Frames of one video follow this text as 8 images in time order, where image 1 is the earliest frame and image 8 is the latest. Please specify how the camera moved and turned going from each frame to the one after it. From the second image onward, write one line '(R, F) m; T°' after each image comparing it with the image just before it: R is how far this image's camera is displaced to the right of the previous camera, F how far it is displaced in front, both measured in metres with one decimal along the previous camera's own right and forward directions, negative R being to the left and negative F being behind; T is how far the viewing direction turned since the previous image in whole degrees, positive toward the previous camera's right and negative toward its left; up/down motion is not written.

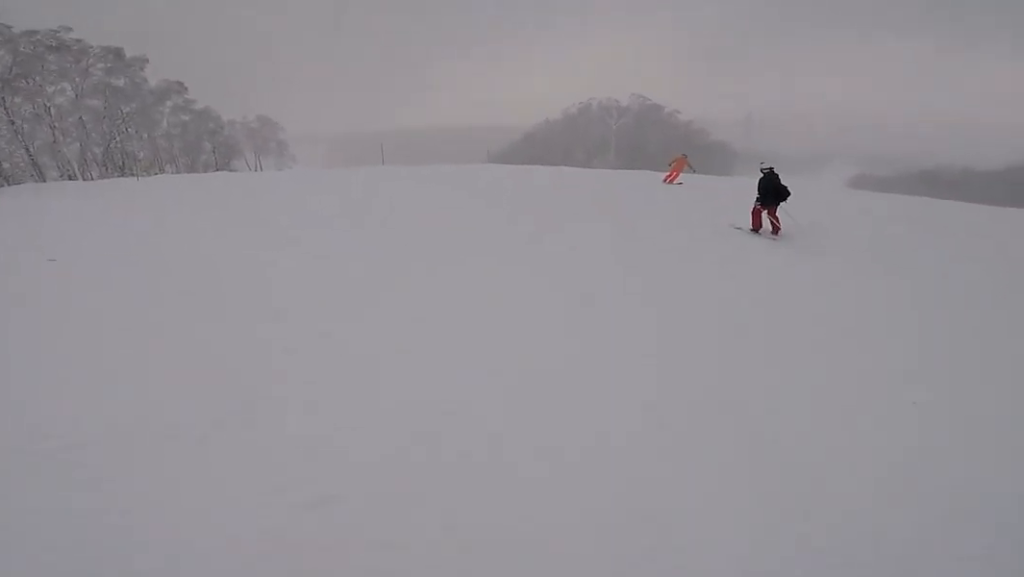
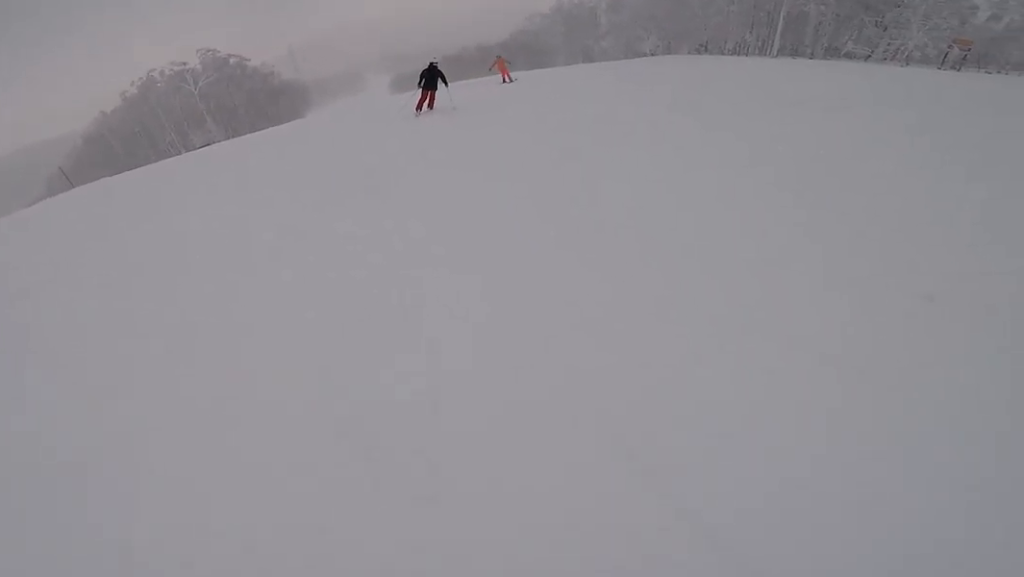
(+6.5, +9.4) m; +59°
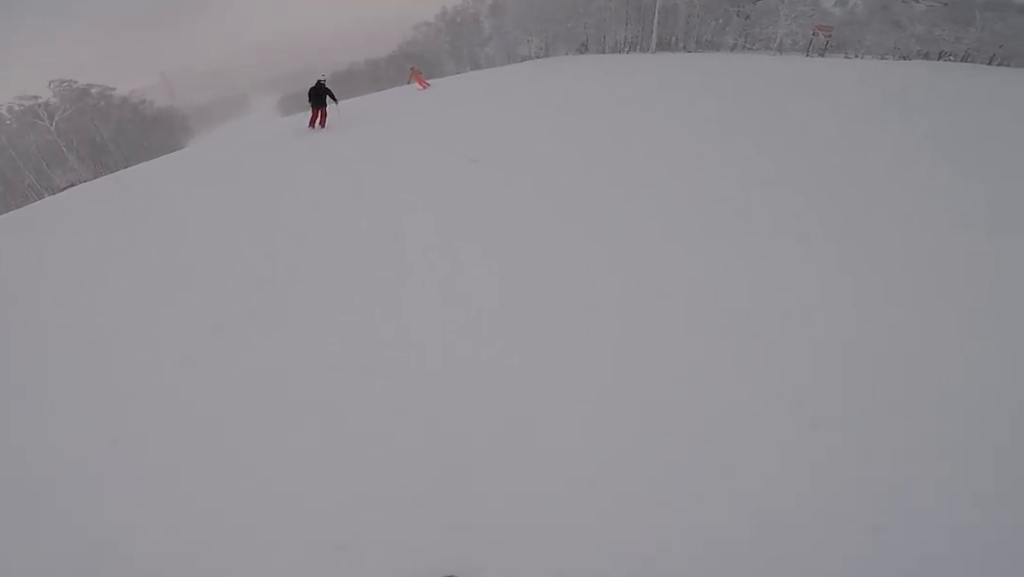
(+0.4, +3.4) m; +5°
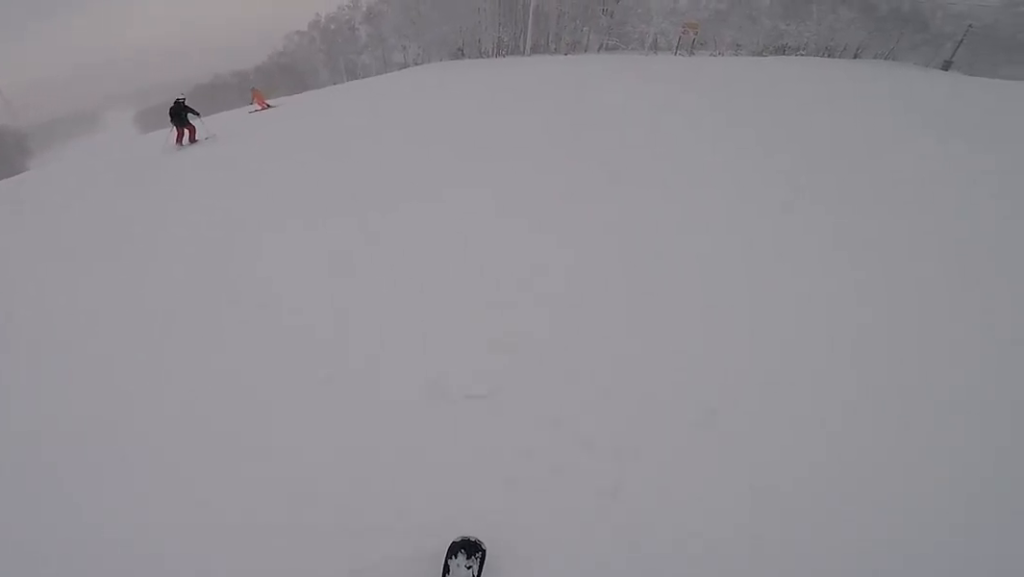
(+0.3, +4.4) m; +4°
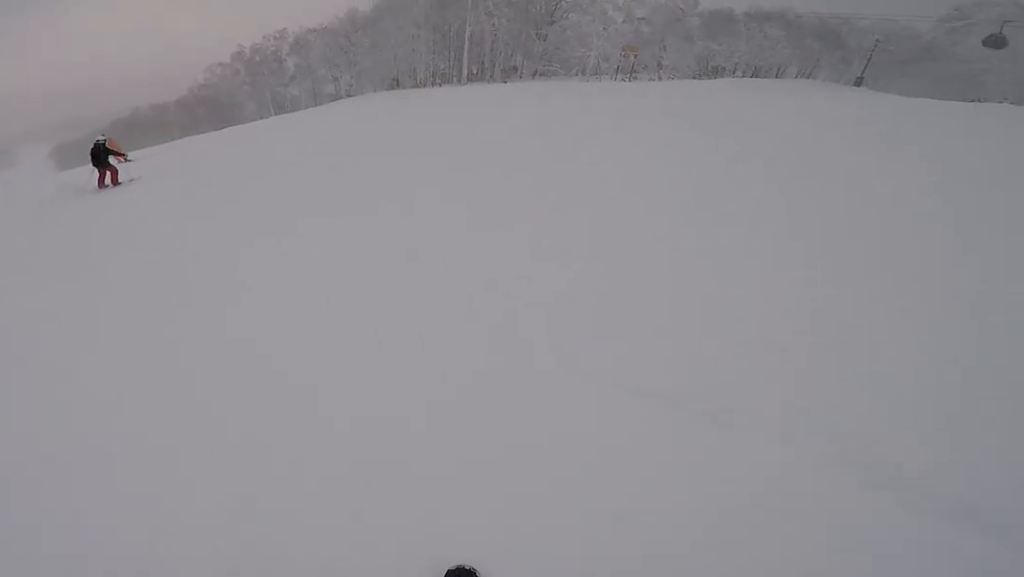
(0.0, +3.3) m; 0°
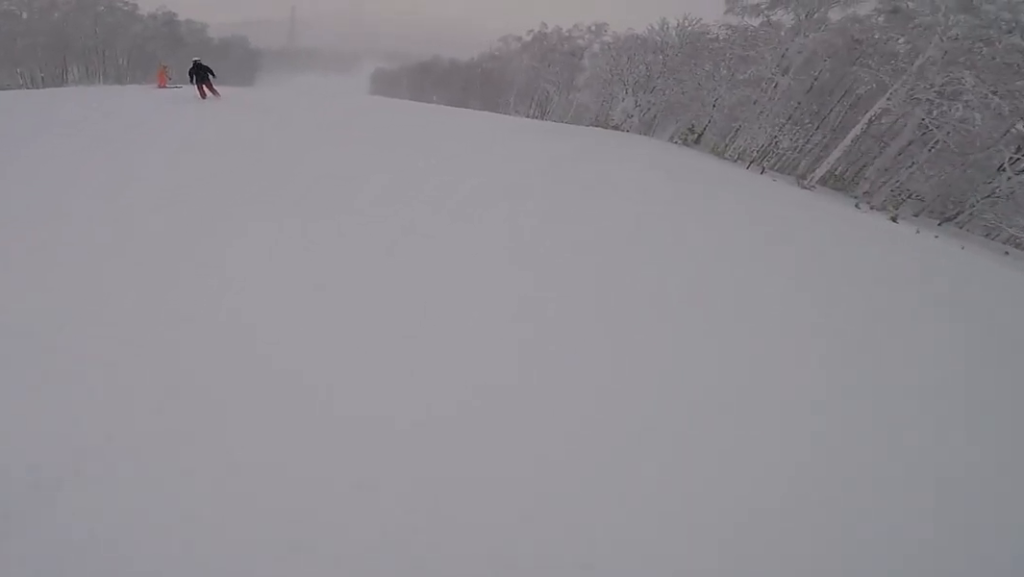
(-2.4, +13.0) m; -38°
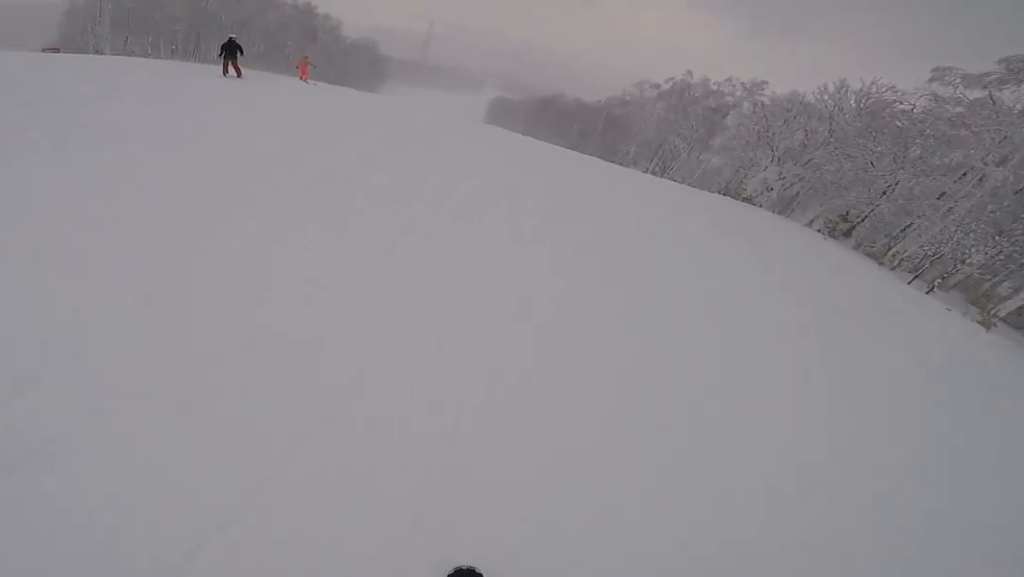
(-0.9, +3.7) m; -16°
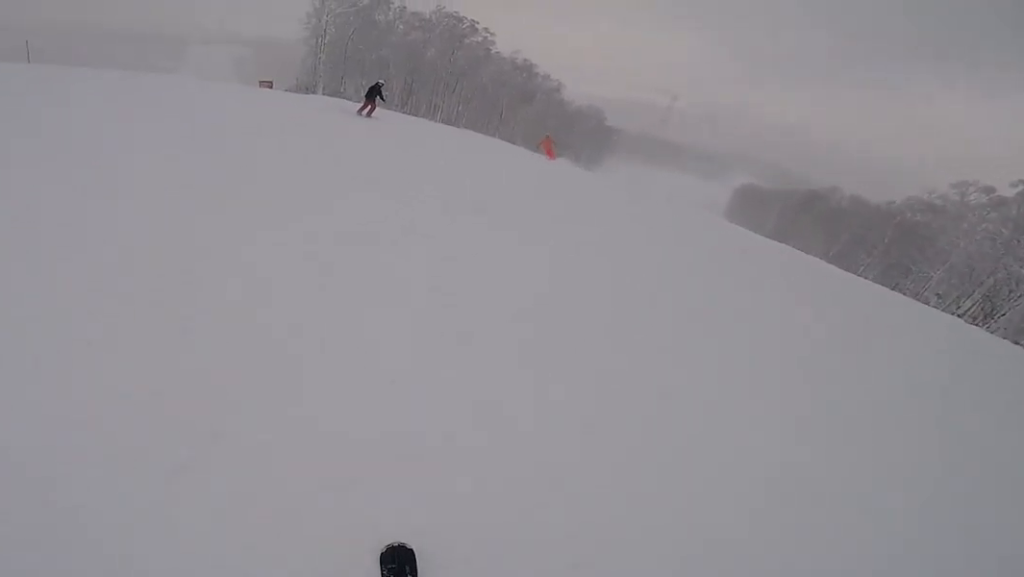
(-0.3, +6.6) m; -10°
